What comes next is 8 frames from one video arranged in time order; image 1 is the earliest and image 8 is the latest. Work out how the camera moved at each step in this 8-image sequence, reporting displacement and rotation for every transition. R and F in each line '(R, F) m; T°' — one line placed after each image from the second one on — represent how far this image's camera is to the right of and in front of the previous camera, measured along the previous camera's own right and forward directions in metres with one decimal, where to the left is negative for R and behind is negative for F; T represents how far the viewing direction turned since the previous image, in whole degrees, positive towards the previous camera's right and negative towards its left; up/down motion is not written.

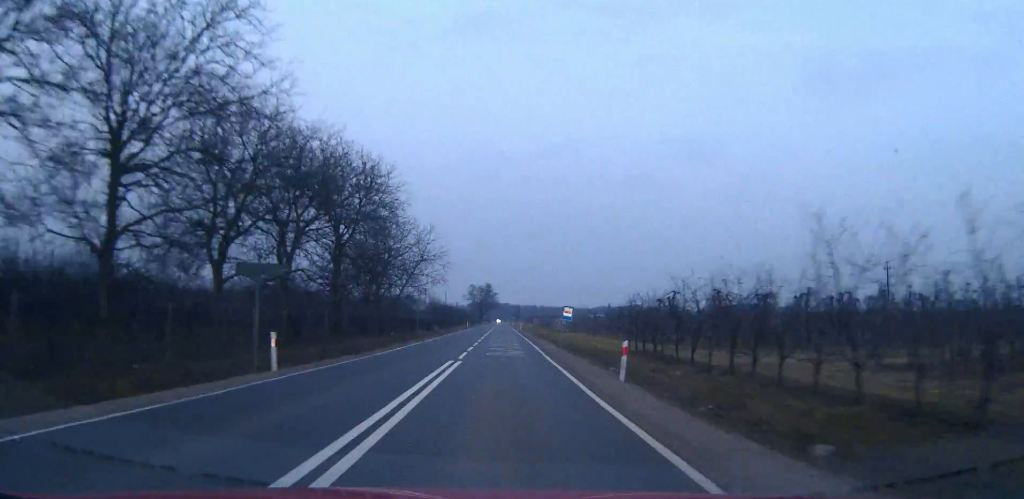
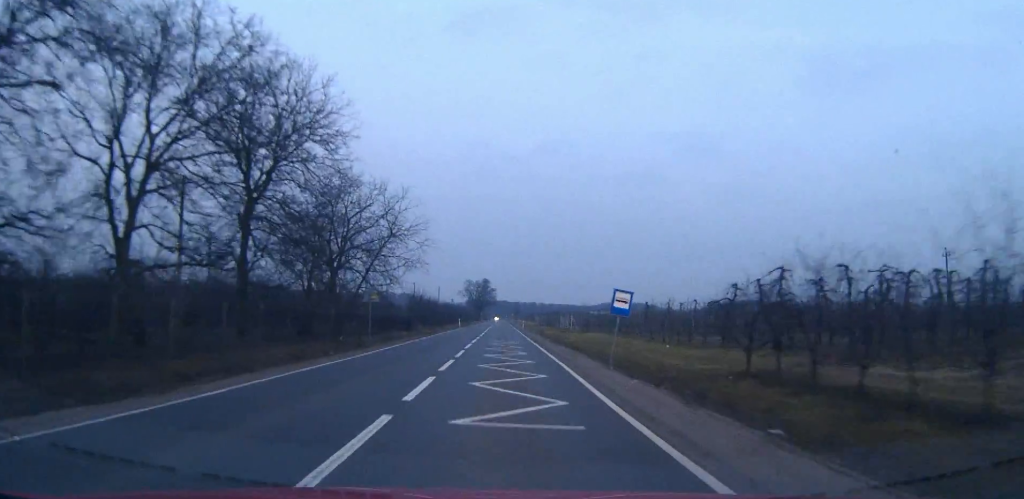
(0.0, +18.3) m; 0°
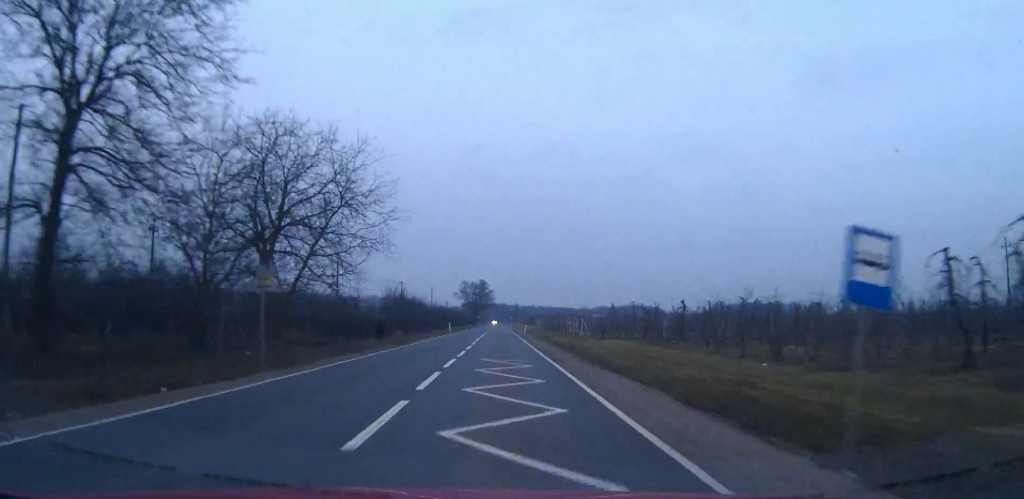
(0.0, +15.3) m; 0°
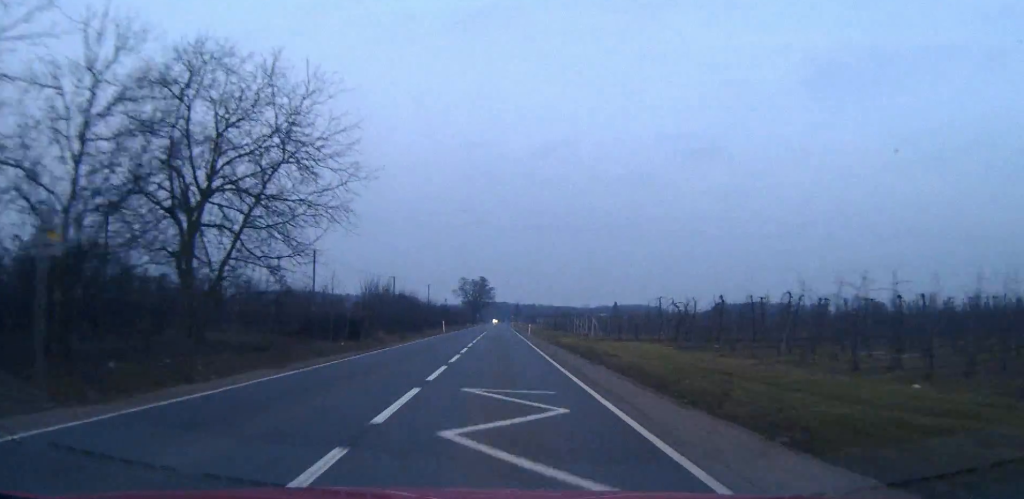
(0.0, +10.0) m; 0°
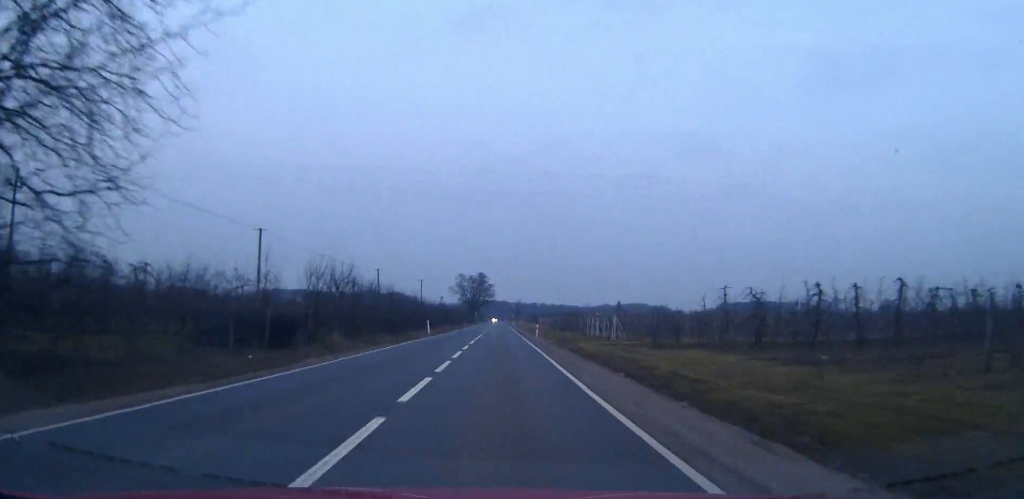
(0.0, +15.2) m; 0°
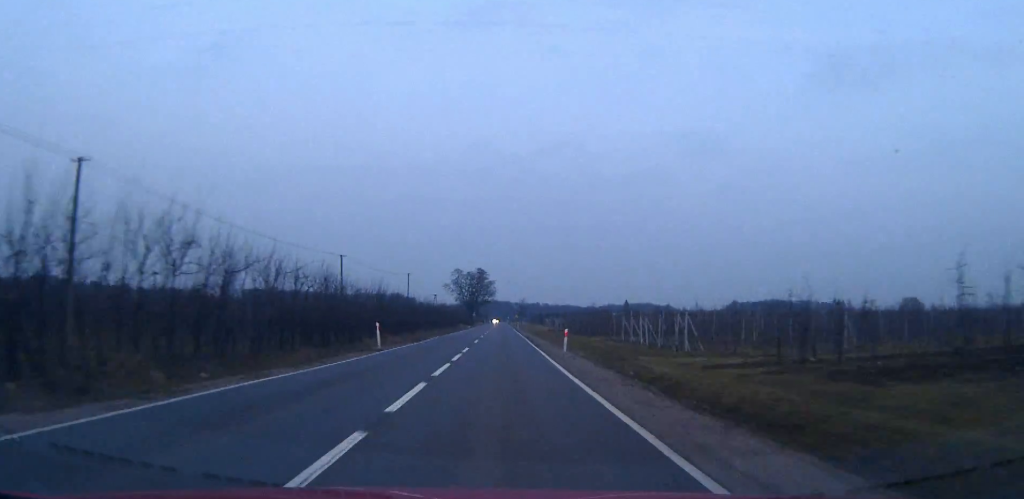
(0.0, +24.4) m; 0°
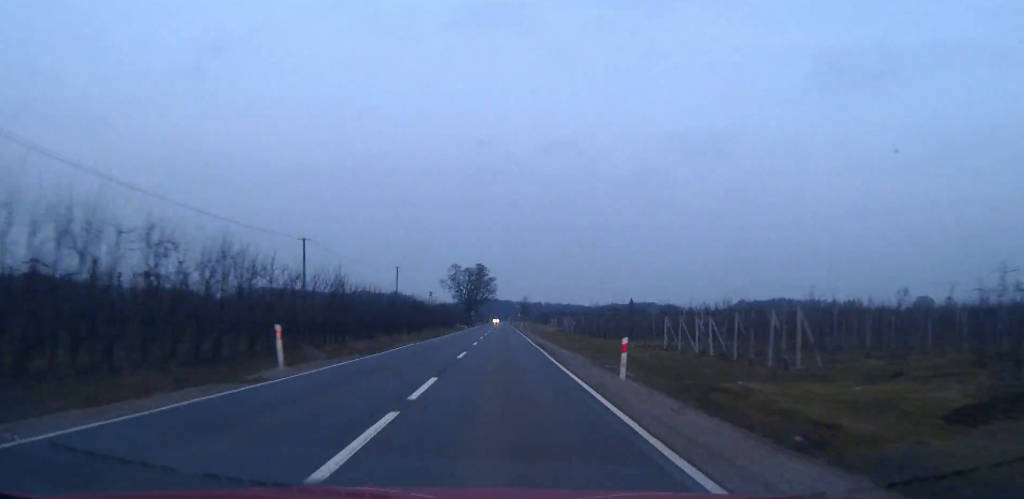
(-0.1, +15.6) m; 0°
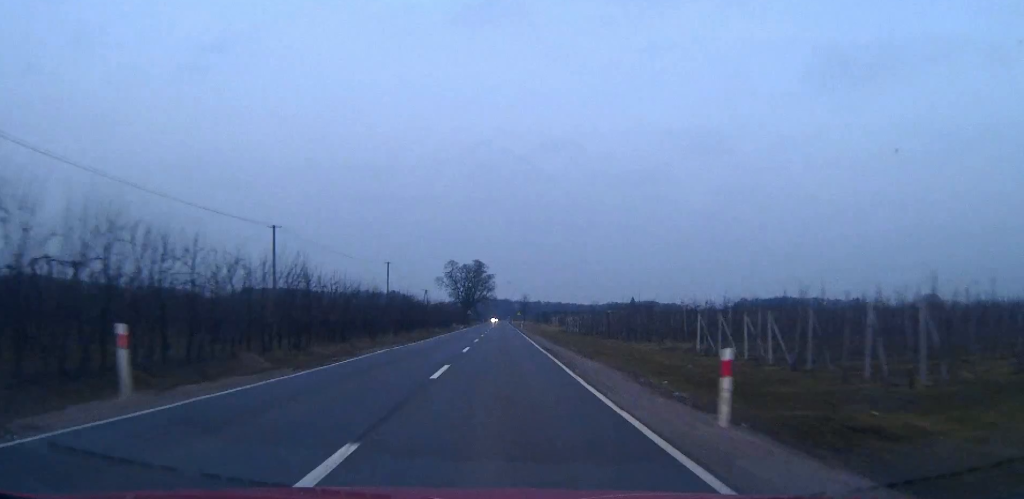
(0.0, +8.3) m; 0°
